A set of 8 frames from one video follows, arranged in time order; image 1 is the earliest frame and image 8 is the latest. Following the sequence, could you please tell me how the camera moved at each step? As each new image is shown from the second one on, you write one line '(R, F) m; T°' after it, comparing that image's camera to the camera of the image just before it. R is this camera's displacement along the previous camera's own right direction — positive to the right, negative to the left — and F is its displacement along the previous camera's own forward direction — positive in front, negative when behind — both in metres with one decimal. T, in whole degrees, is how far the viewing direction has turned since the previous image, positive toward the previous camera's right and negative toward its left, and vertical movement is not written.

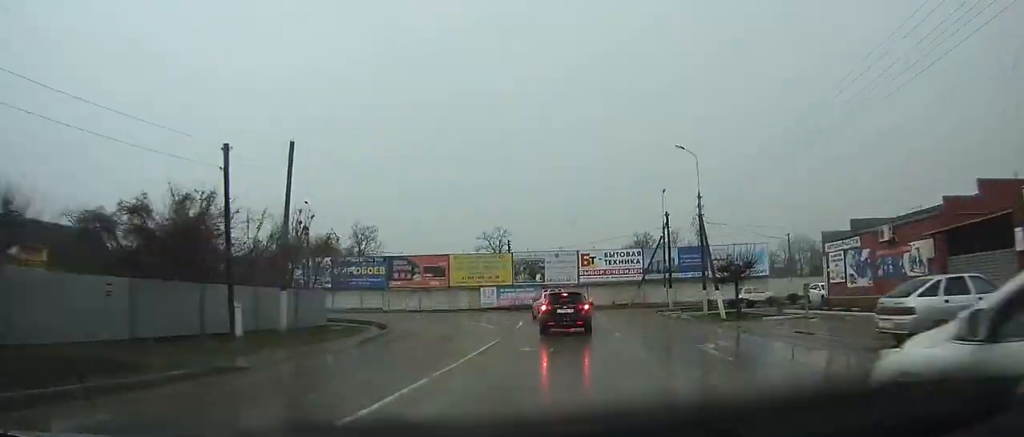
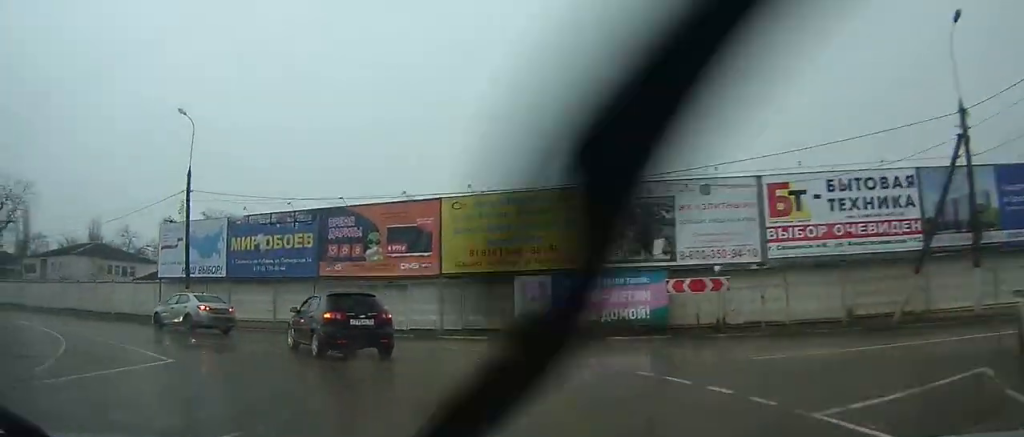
(-3.0, +33.9) m; -30°
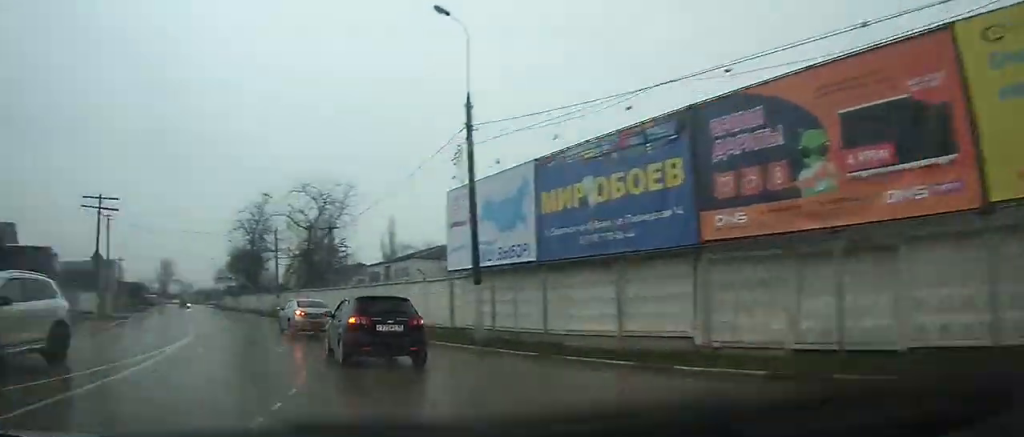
(-4.4, +13.9) m; -28°
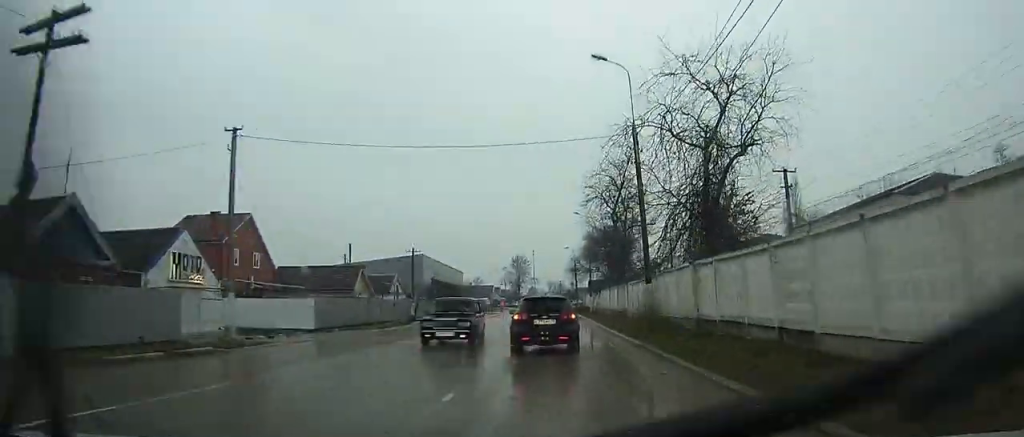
(-10.8, +28.1) m; -29°
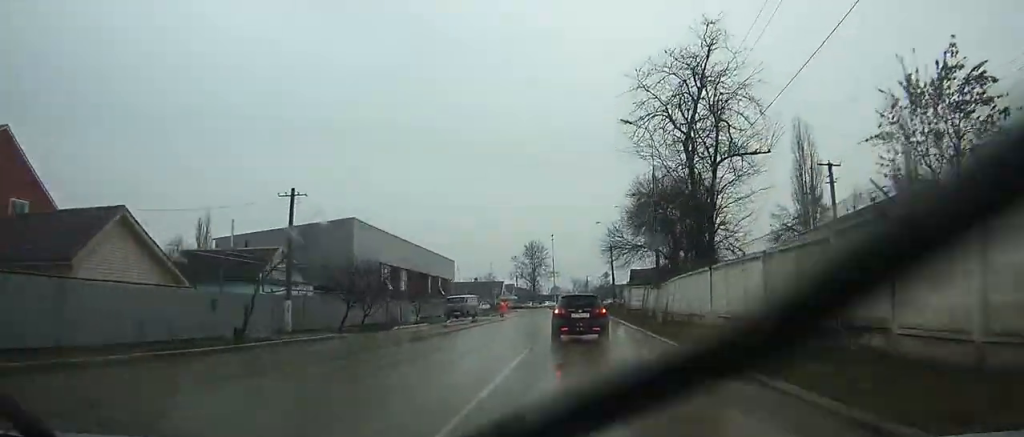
(-1.5, +30.4) m; -2°
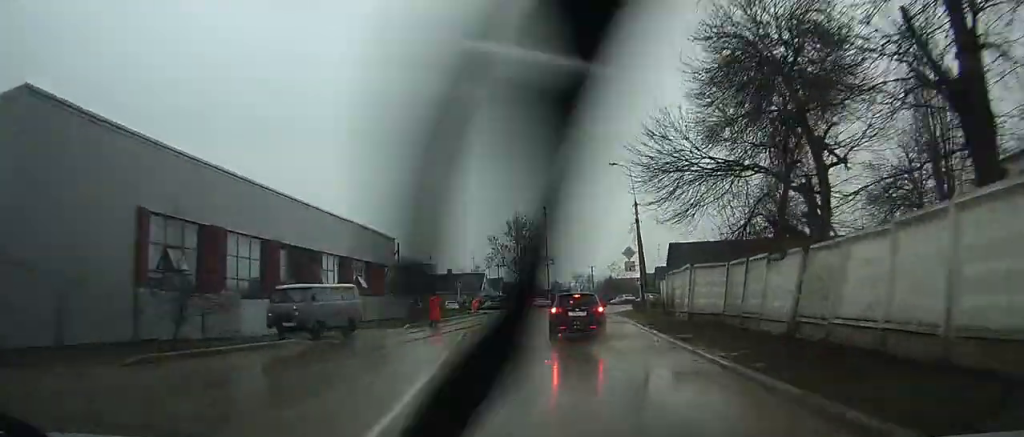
(+0.4, +24.7) m; +1°
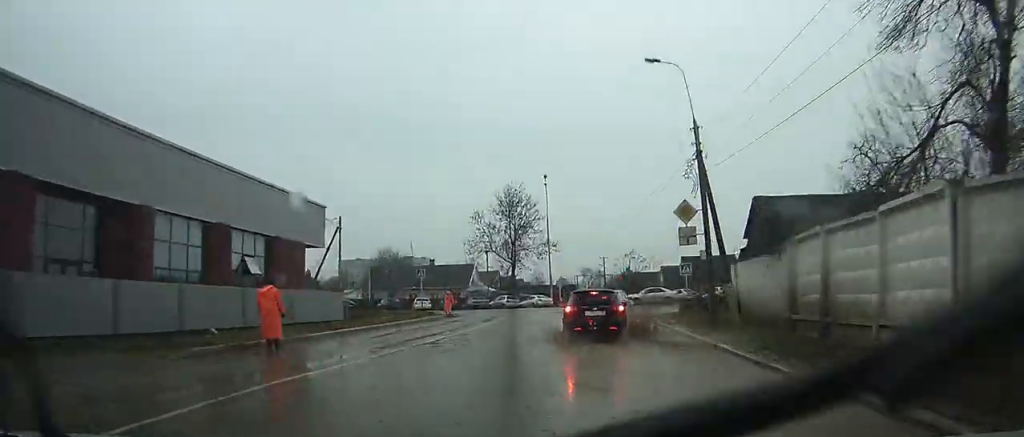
(-0.1, +17.0) m; 0°
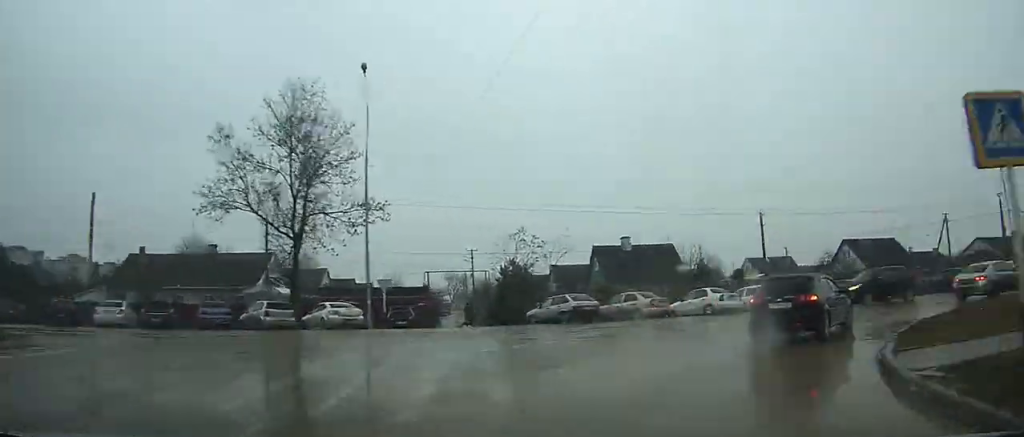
(+3.5, +31.4) m; +28°
